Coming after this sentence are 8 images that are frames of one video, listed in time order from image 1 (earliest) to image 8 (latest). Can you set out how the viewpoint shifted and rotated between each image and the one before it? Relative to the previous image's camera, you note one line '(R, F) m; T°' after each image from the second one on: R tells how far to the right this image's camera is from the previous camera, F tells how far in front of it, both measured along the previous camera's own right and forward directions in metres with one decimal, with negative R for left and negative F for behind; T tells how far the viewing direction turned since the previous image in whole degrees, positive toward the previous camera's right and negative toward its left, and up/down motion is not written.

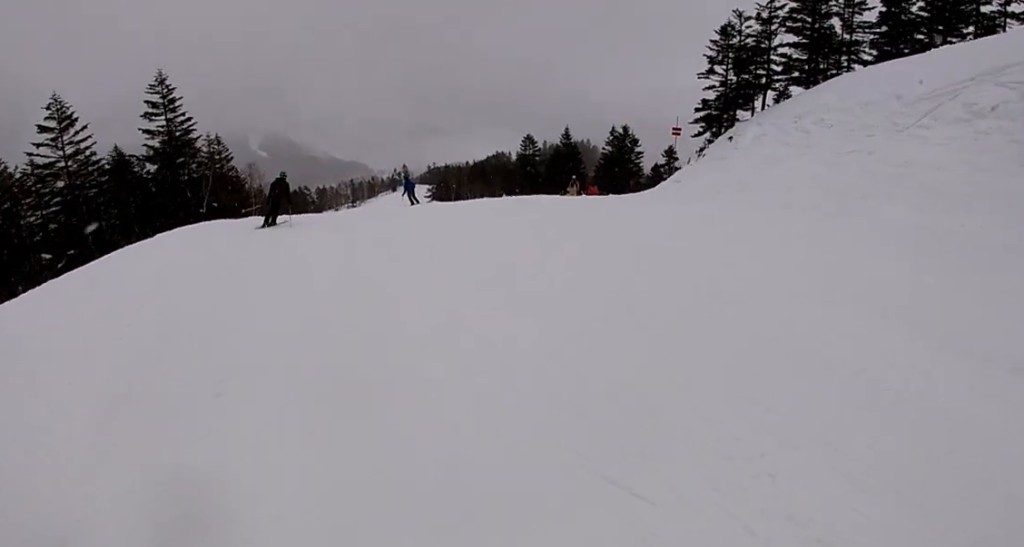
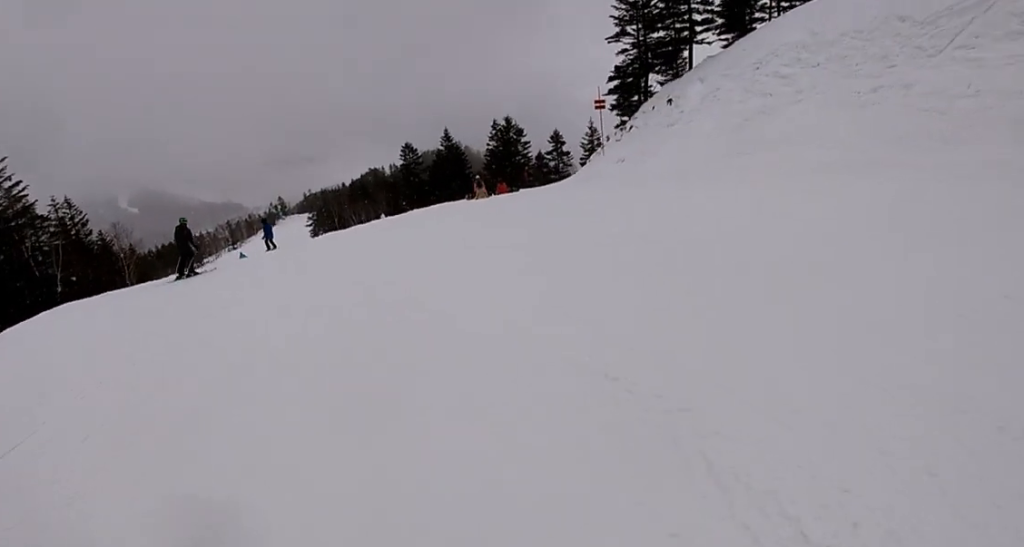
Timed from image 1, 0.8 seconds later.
(-0.6, +4.7) m; -1°
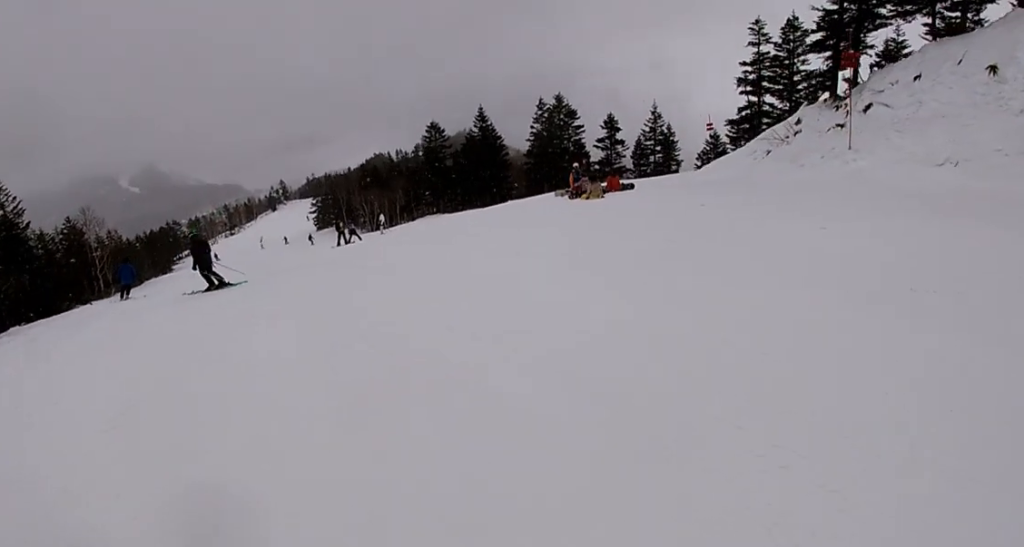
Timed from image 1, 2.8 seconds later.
(-0.5, +10.1) m; -1°
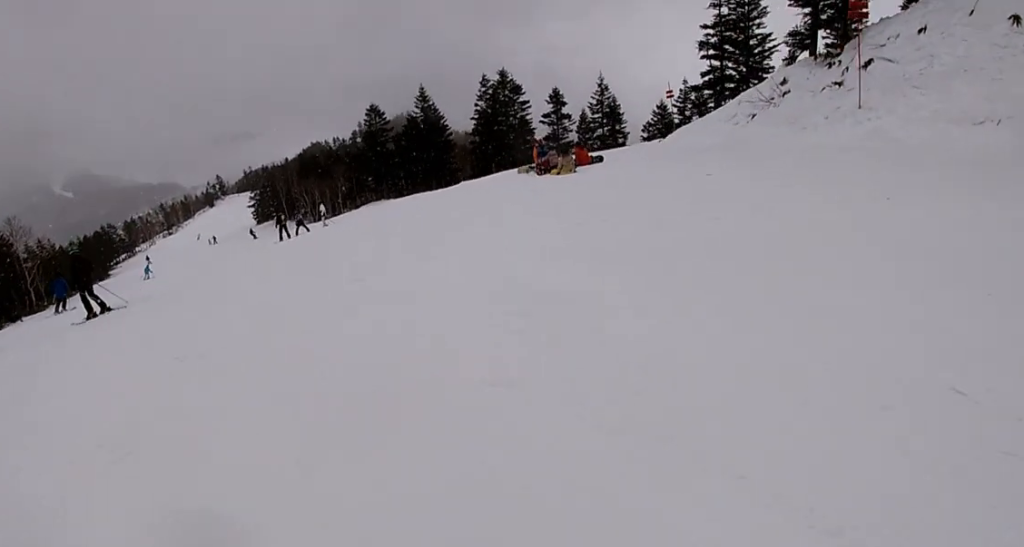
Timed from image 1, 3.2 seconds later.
(+0.5, +2.1) m; +6°
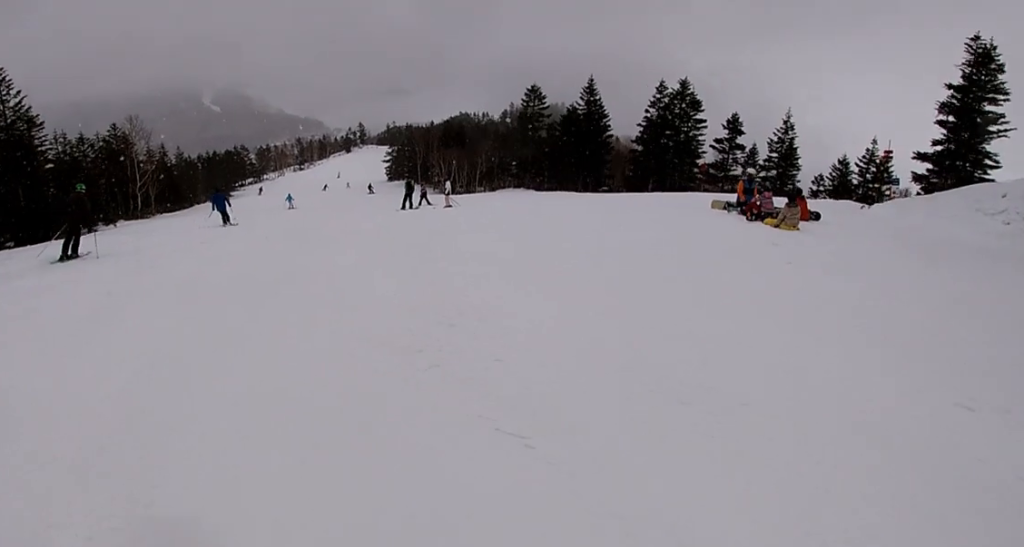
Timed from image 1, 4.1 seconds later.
(+0.5, +4.5) m; +7°
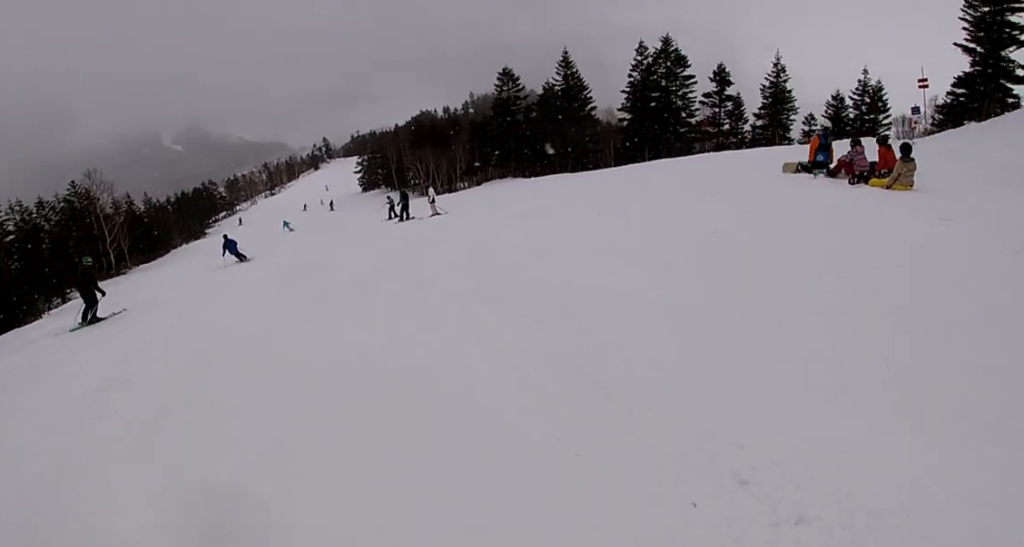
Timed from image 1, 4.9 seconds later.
(0.0, +3.4) m; -3°
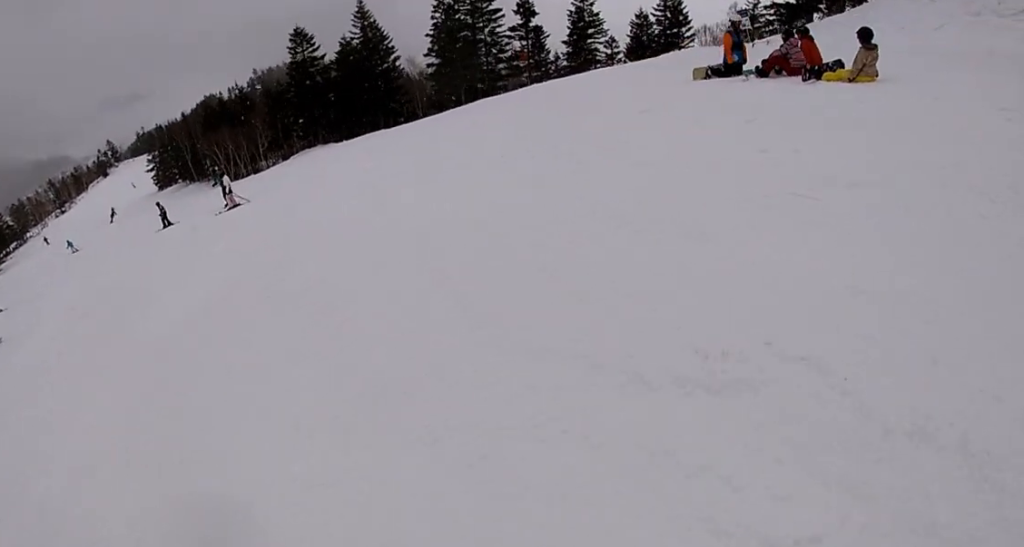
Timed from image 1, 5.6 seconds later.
(+0.2, +3.5) m; -11°
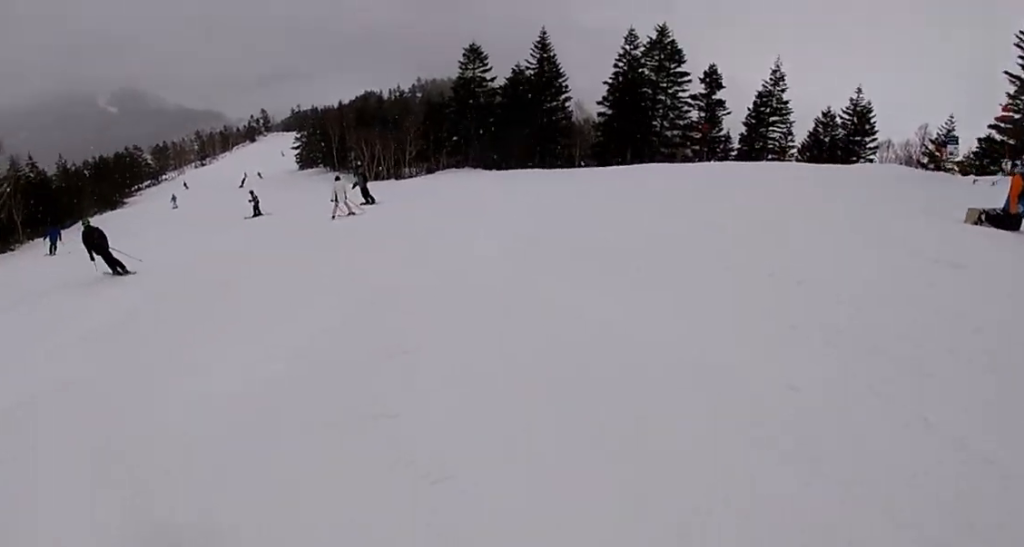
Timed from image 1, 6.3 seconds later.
(-0.7, +2.5) m; -4°
